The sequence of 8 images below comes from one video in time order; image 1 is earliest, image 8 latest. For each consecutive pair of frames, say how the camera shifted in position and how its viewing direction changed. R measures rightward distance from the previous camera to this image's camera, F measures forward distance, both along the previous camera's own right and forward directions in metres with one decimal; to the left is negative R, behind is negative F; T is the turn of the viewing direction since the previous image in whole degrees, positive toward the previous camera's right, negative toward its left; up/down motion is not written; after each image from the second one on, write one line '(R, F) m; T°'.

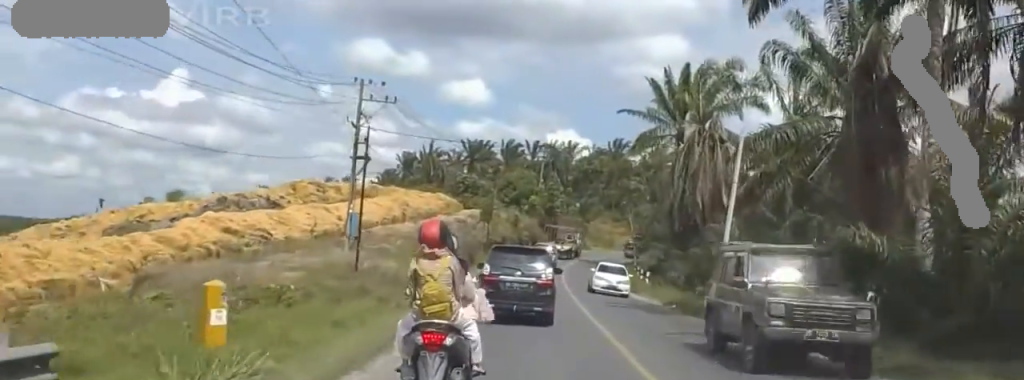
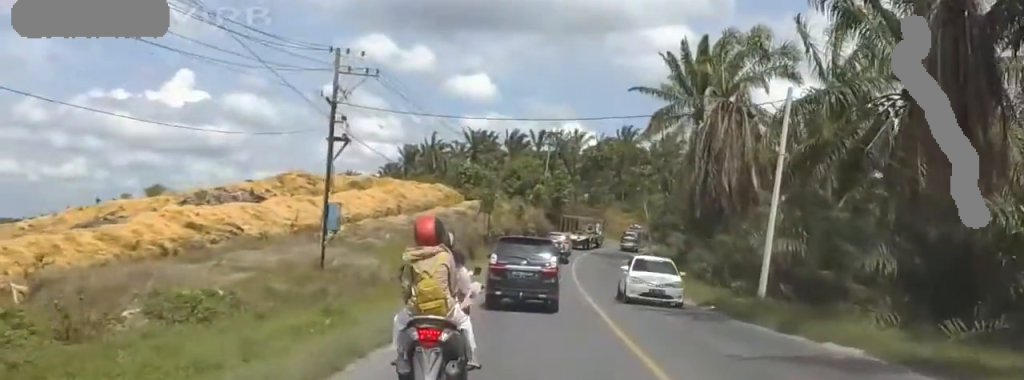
(0.0, +7.2) m; -2°
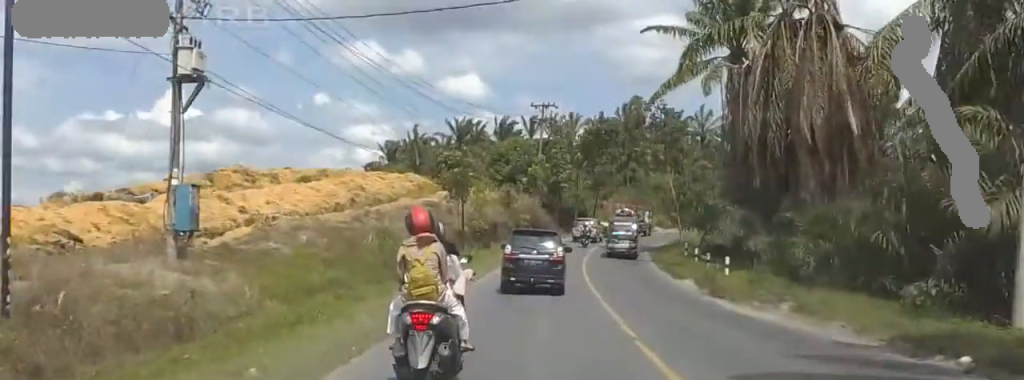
(-0.9, +17.8) m; -5°
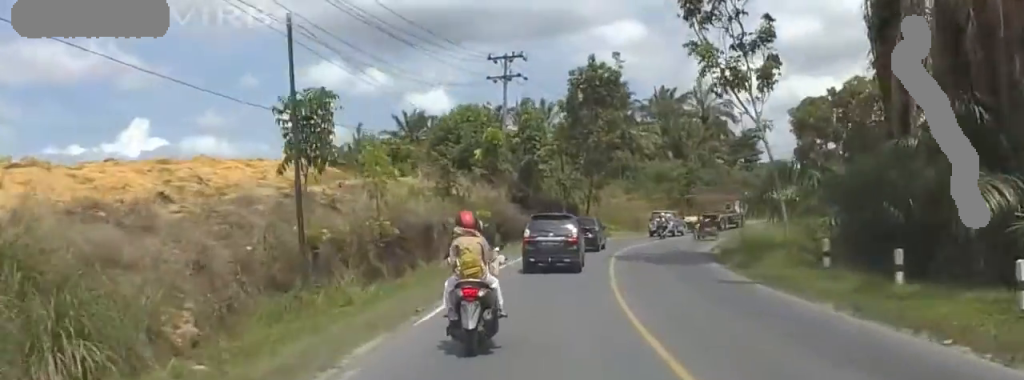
(-3.8, +25.3) m; -16°
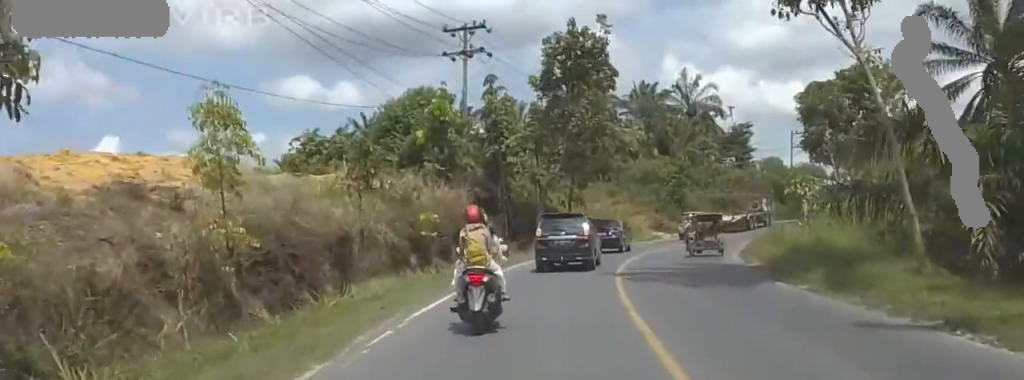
(-0.1, +9.8) m; -1°
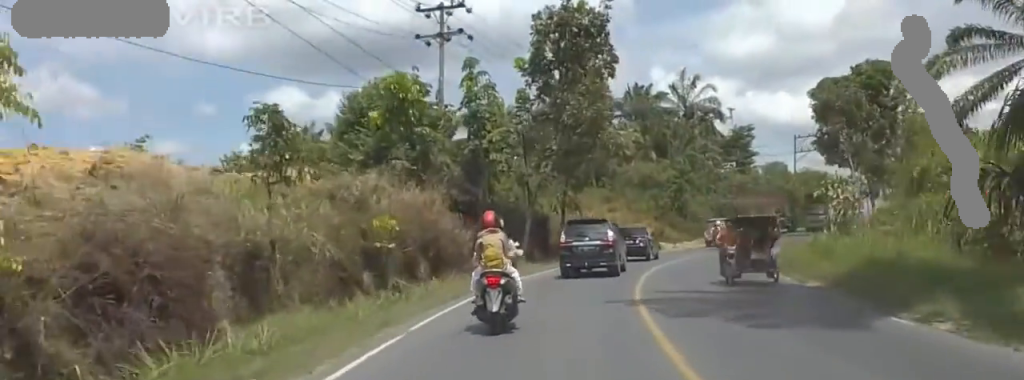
(0.0, +5.9) m; 0°
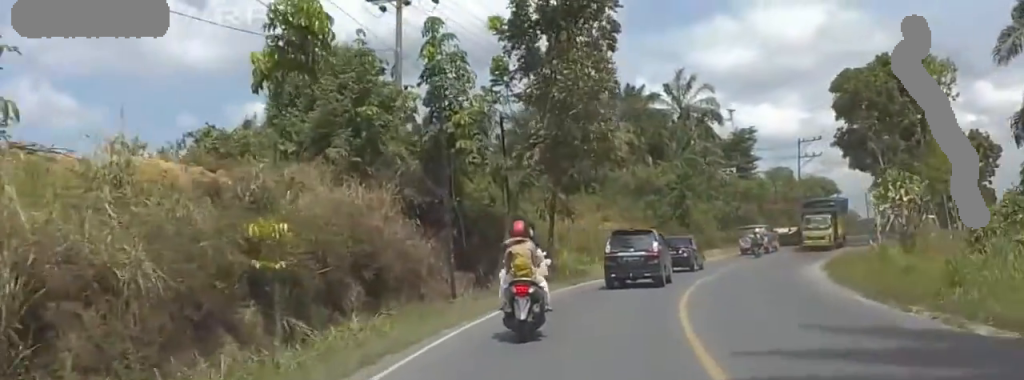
(0.0, +7.5) m; 0°
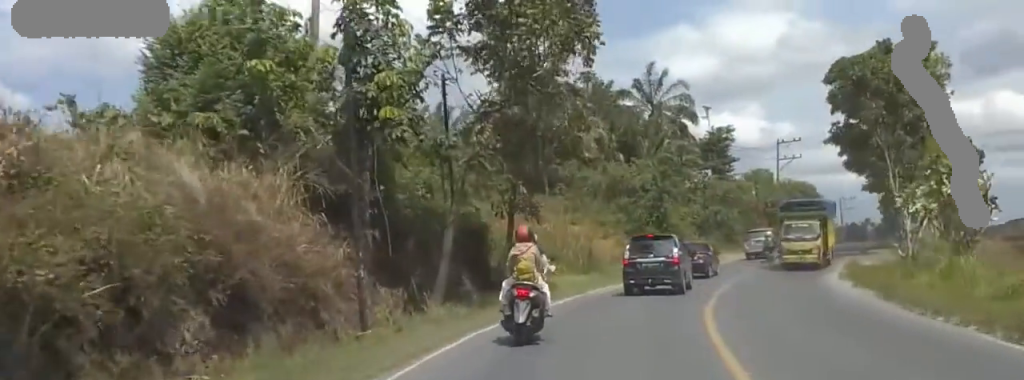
(0.0, +6.2) m; 0°
